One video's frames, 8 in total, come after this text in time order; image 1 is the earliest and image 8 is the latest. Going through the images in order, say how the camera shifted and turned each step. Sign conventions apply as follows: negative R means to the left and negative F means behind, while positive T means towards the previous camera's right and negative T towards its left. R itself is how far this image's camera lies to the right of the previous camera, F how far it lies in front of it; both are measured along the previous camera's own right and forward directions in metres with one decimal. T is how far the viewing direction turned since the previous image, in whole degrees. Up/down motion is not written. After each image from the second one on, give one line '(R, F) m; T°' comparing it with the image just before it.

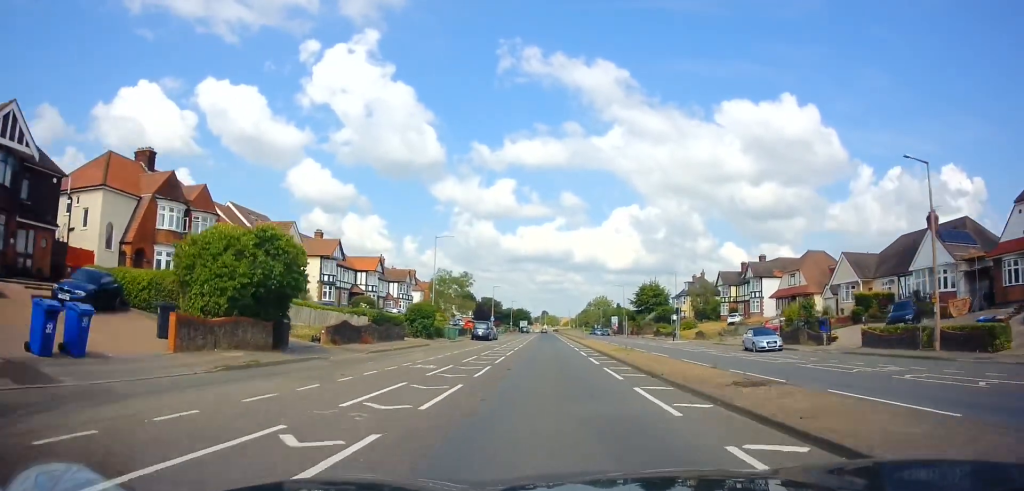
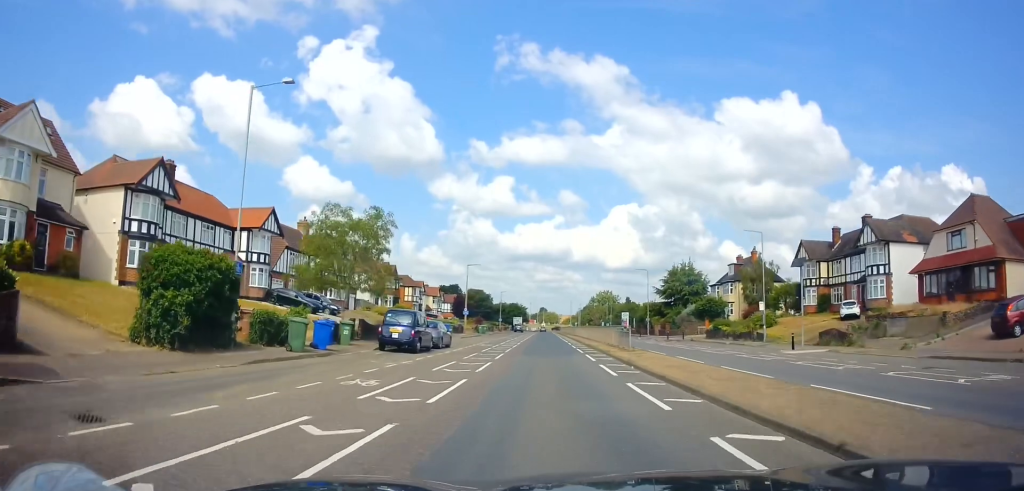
(-0.5, +29.0) m; -2°
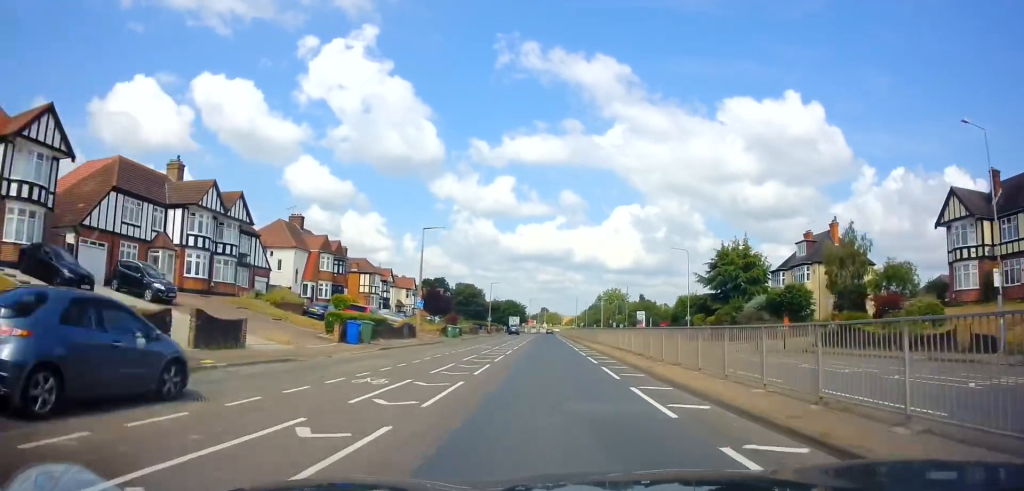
(+0.4, +24.2) m; +2°
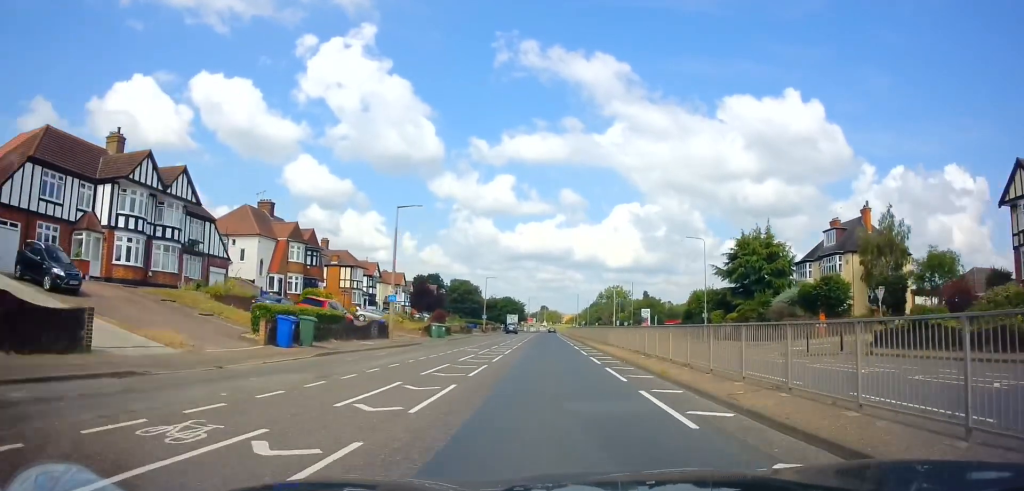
(-0.1, +7.0) m; 0°
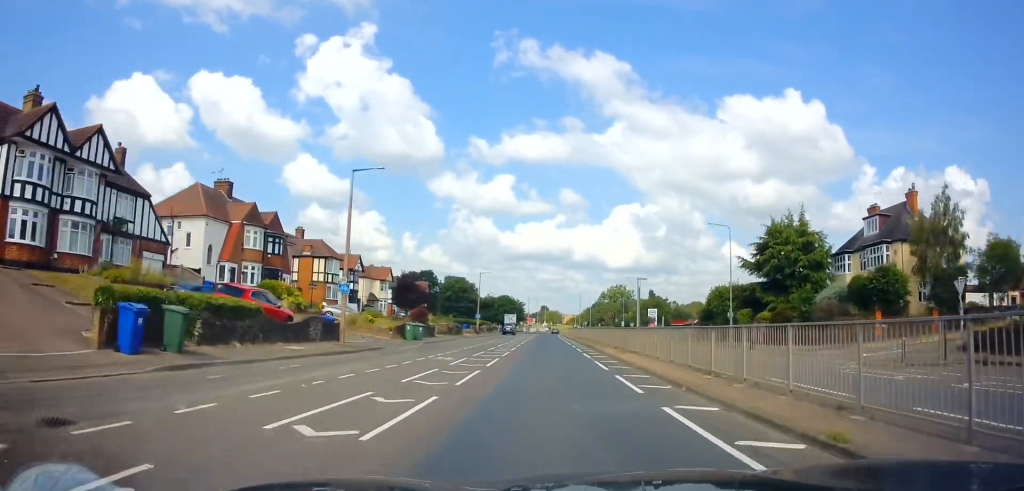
(-0.1, +8.6) m; 0°
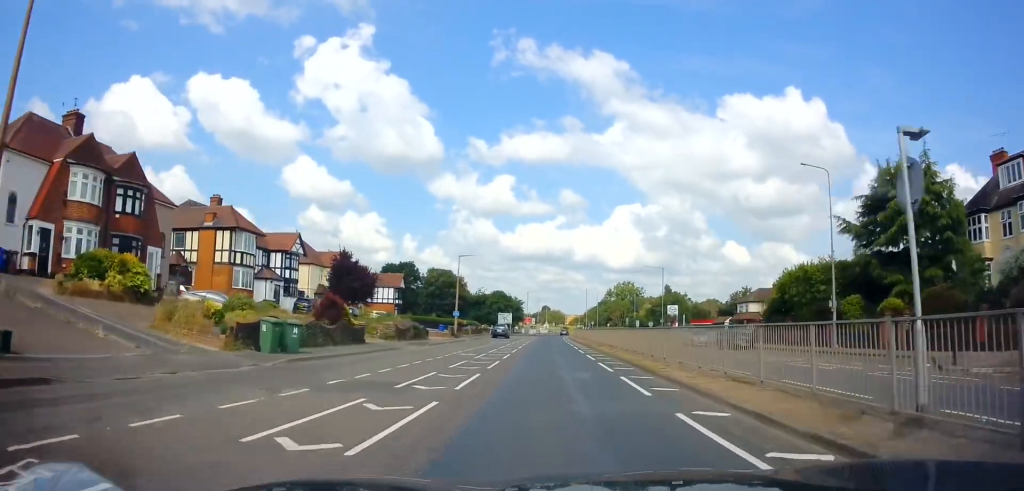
(+0.2, +18.6) m; +1°
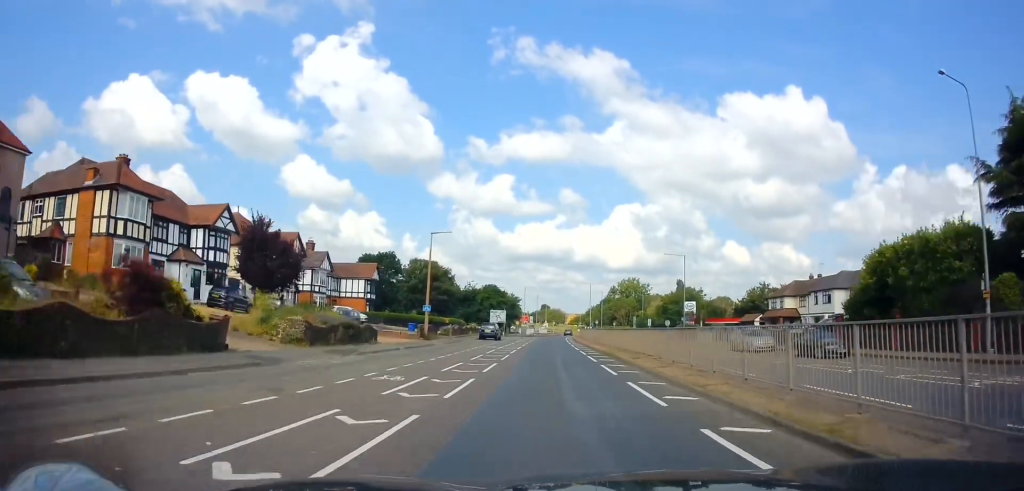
(0.0, +12.7) m; 0°
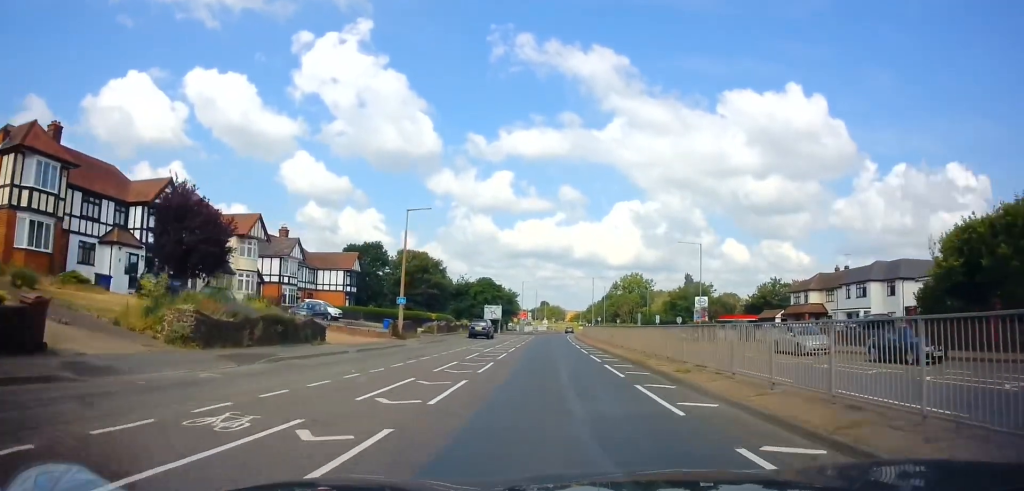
(0.0, +7.8) m; -1°
